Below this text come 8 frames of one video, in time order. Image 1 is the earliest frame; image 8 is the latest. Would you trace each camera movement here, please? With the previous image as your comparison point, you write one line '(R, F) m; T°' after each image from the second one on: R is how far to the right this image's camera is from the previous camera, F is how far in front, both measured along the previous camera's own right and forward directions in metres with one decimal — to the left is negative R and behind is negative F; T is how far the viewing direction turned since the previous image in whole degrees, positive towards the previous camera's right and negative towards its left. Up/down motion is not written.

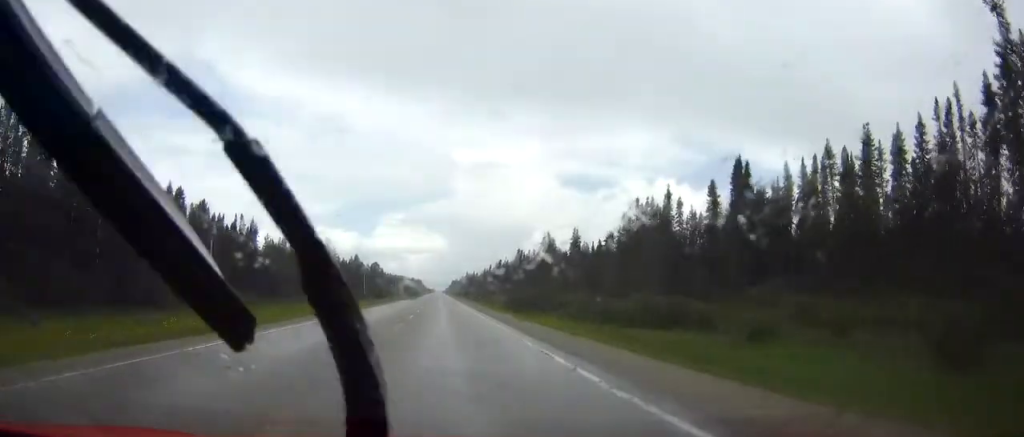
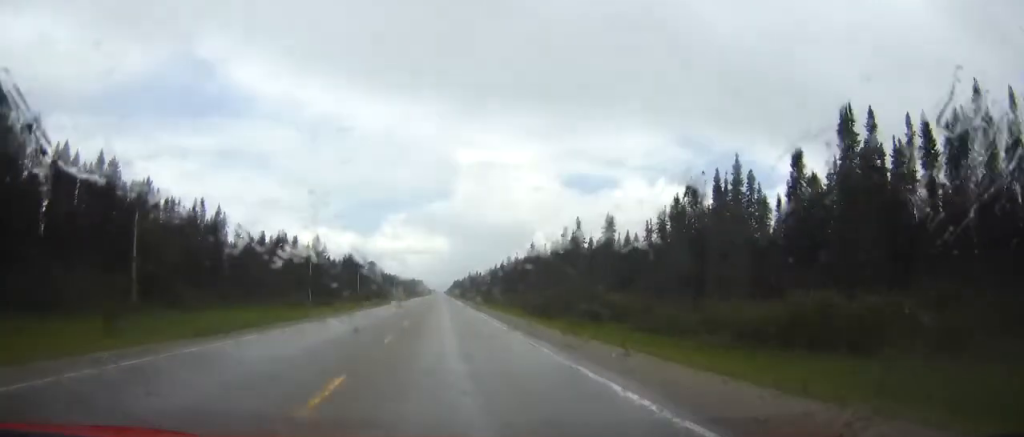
(0.0, +23.6) m; 0°
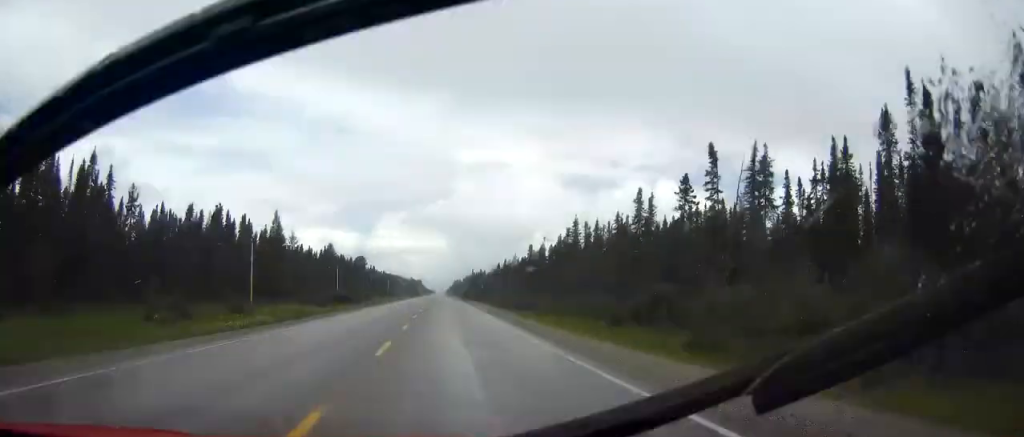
(0.0, +48.2) m; 0°
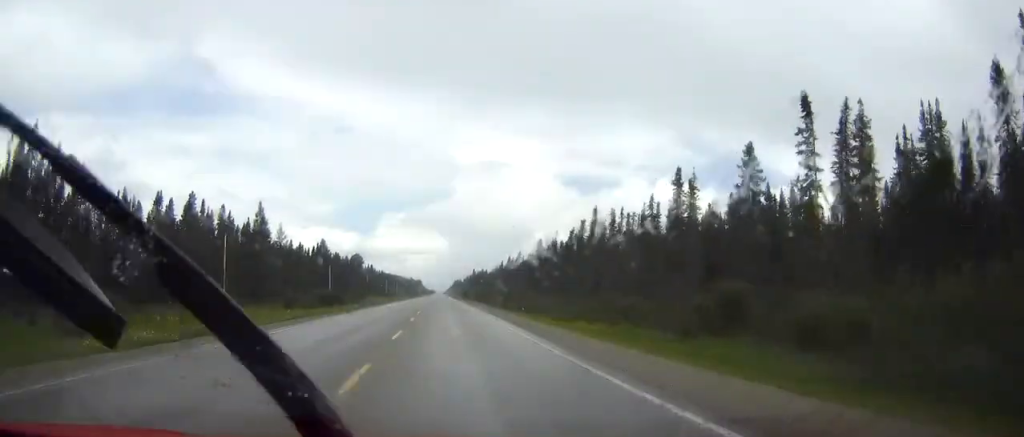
(+0.1, +13.7) m; 0°
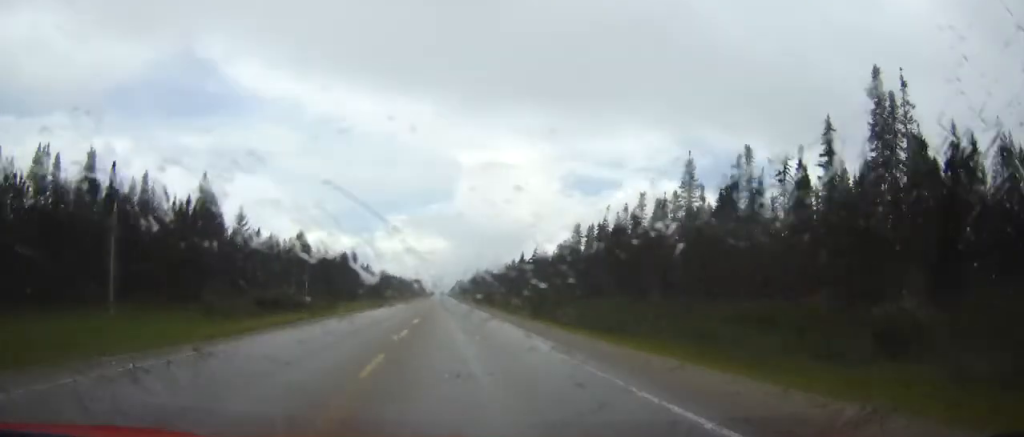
(+0.2, +34.1) m; 0°
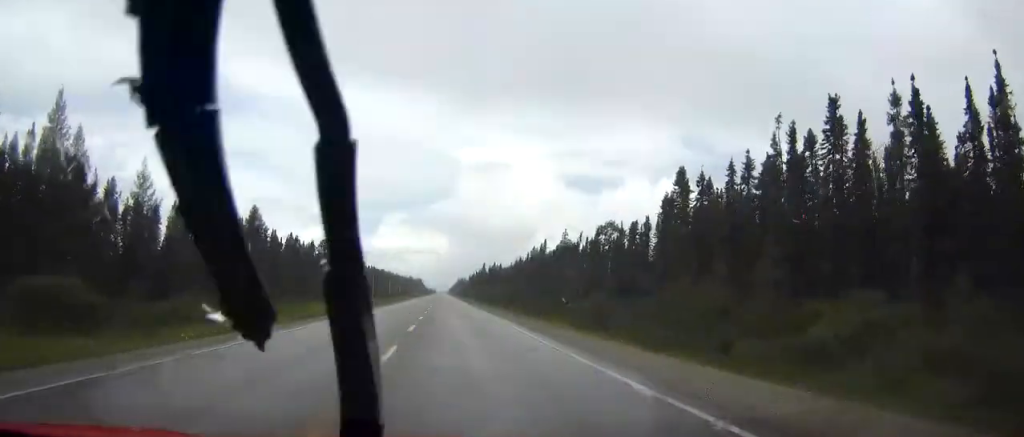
(+0.1, +44.3) m; 0°
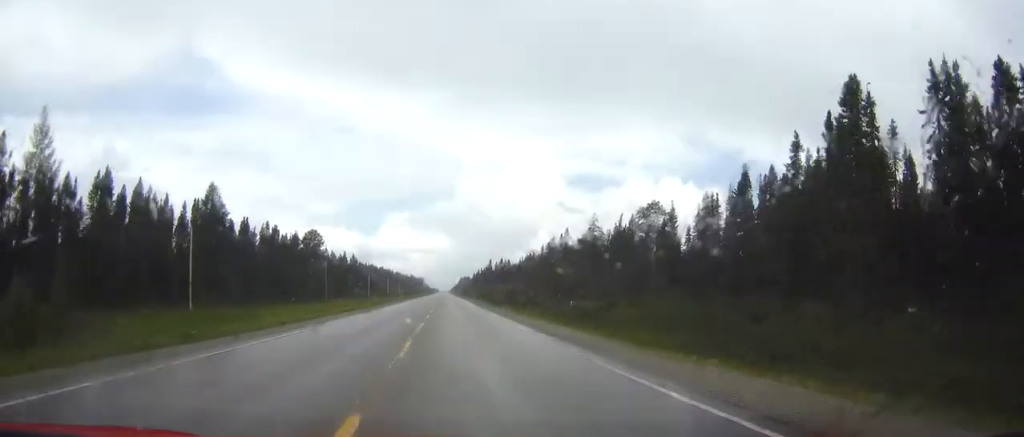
(0.0, +25.8) m; 0°
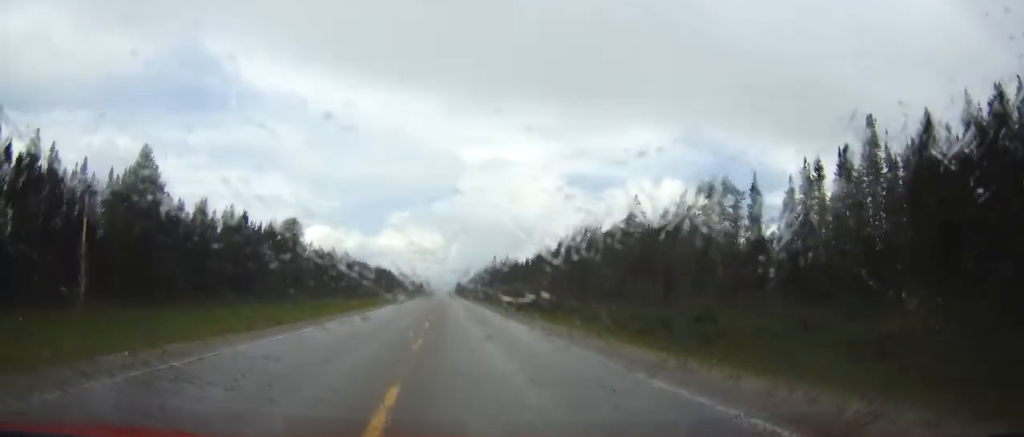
(0.0, +25.7) m; 0°
